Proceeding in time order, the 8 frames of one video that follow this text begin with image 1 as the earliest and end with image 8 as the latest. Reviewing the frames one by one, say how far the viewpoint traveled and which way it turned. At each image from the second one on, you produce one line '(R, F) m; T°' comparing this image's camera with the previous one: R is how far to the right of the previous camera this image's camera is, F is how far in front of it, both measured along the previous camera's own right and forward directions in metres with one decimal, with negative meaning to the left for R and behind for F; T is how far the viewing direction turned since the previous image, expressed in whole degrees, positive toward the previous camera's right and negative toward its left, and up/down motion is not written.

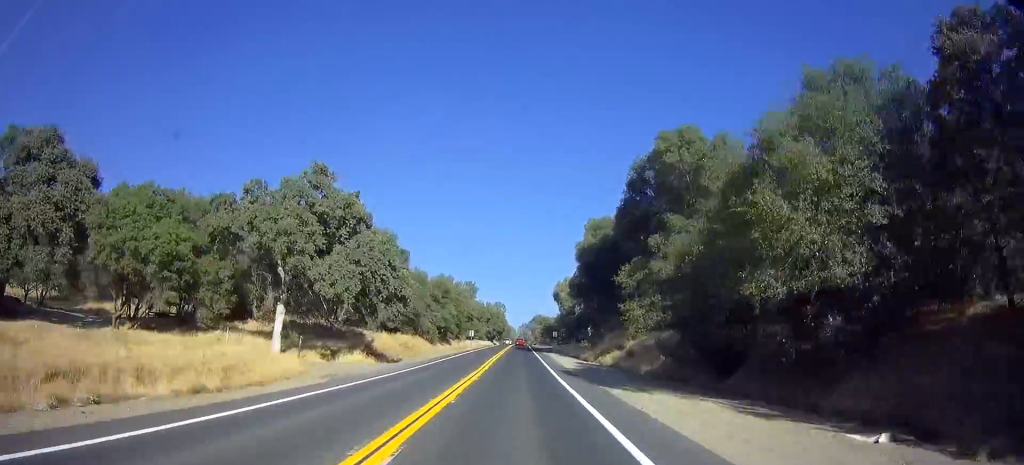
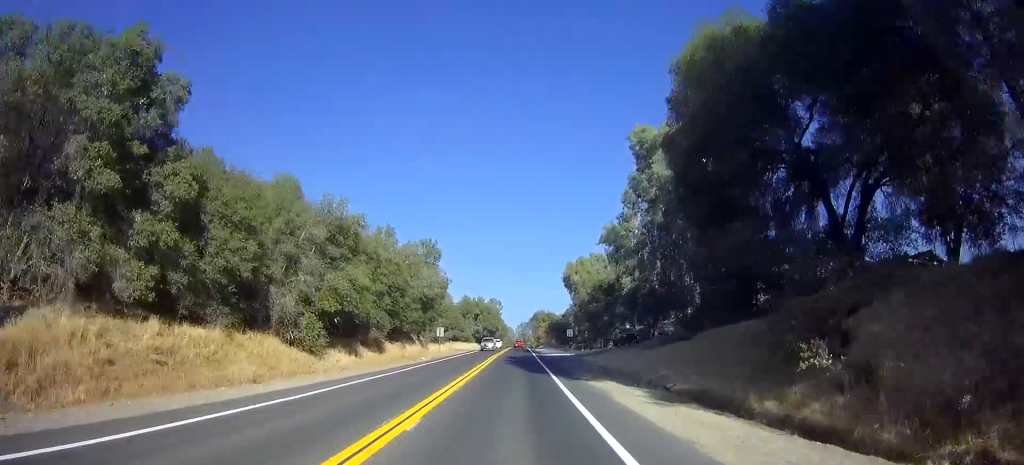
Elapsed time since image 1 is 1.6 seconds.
(-0.6, +40.0) m; -1°
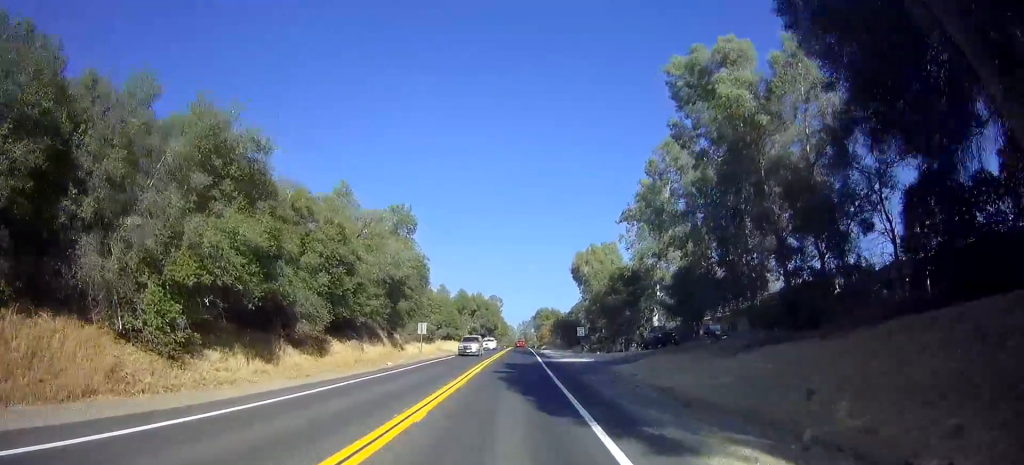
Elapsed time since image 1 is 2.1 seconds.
(+0.2, +13.4) m; 0°
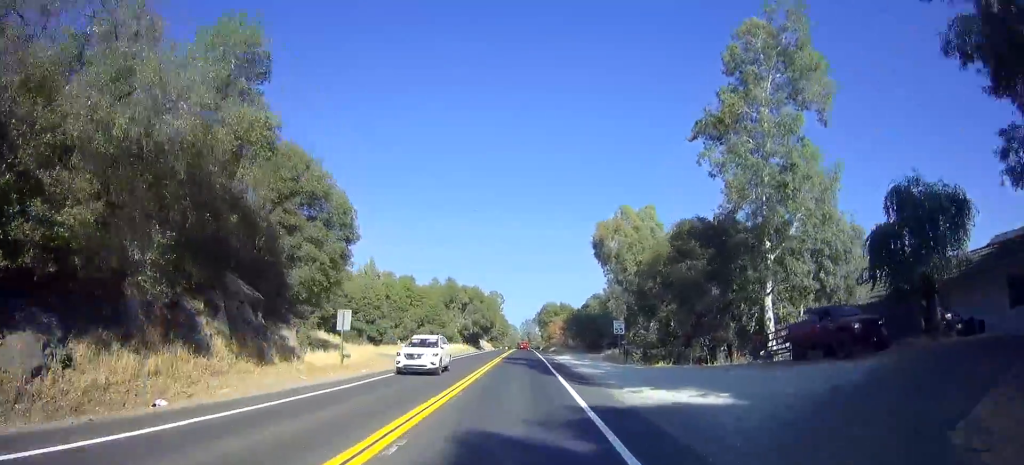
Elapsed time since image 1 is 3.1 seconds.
(+0.1, +25.2) m; 0°
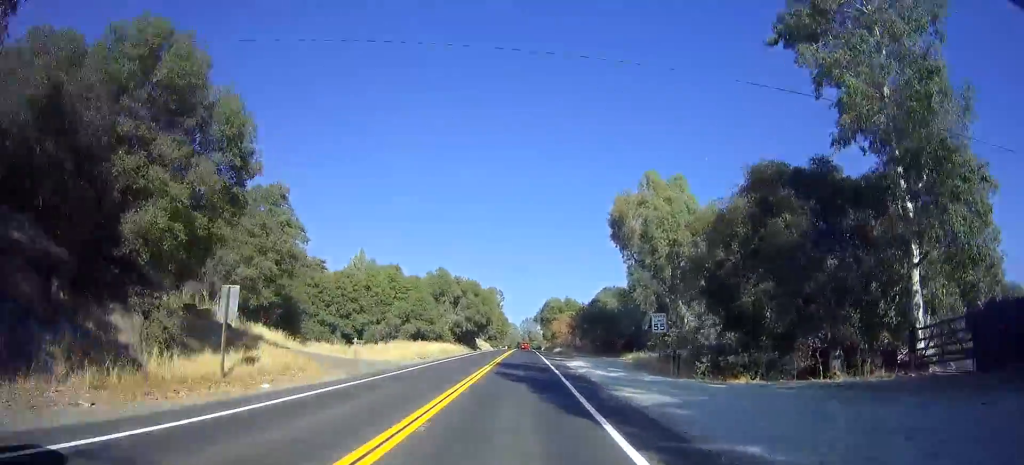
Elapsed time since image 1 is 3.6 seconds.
(-0.1, +12.7) m; 0°
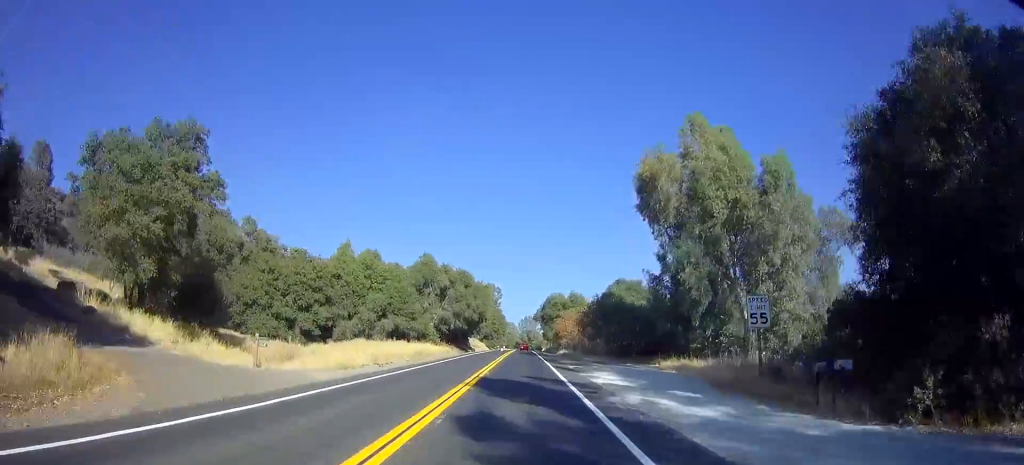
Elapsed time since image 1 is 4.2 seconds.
(+0.1, +13.5) m; +1°
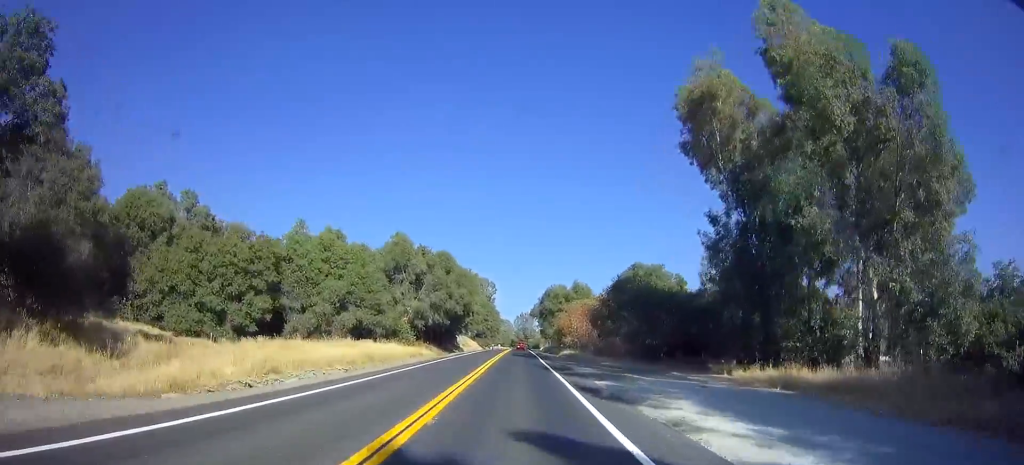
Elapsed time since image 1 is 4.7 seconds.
(0.0, +14.3) m; +1°
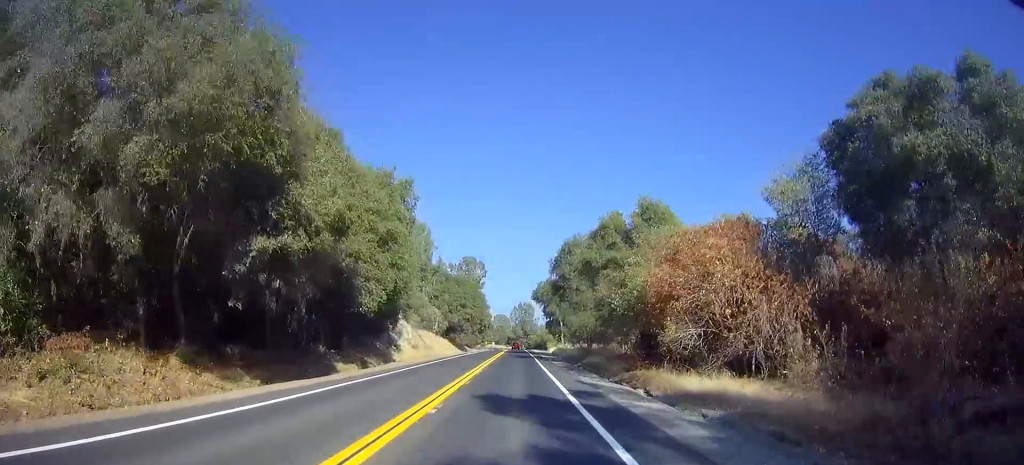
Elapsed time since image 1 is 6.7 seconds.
(-0.1, +49.6) m; -1°
